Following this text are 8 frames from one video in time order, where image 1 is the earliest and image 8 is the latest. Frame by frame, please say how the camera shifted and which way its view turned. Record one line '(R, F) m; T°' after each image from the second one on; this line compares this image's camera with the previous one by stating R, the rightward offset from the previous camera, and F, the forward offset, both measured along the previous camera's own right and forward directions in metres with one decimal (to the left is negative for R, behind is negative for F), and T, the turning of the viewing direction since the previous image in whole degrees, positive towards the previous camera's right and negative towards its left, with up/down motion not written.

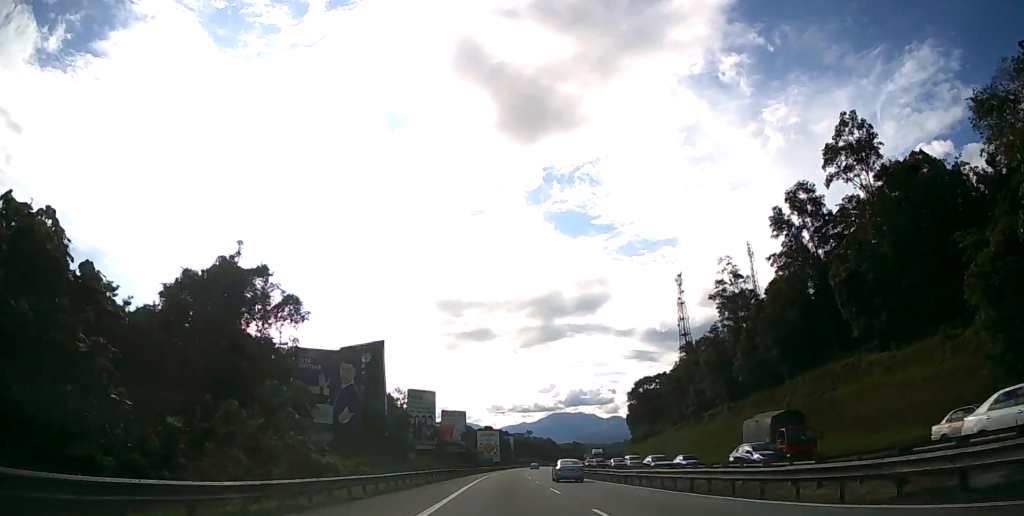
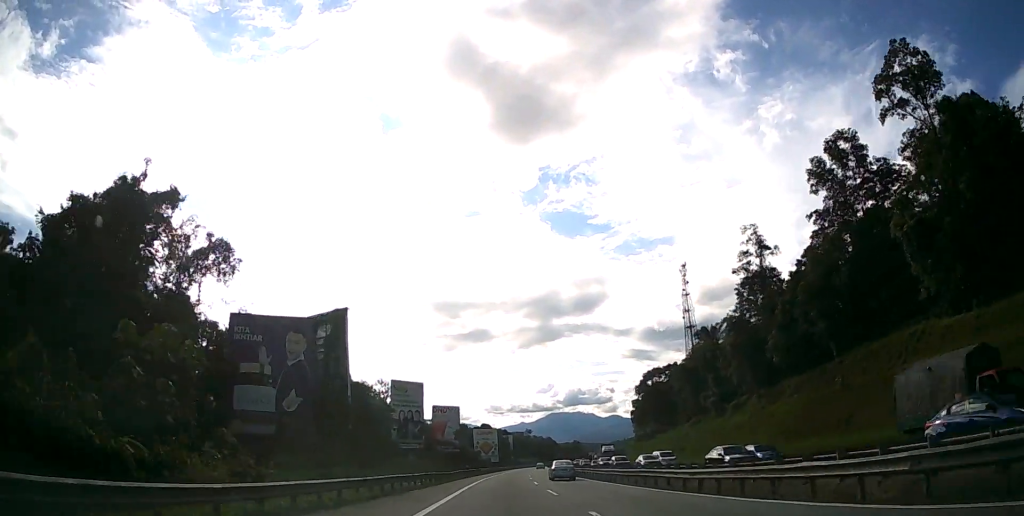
(0.0, +12.5) m; 0°
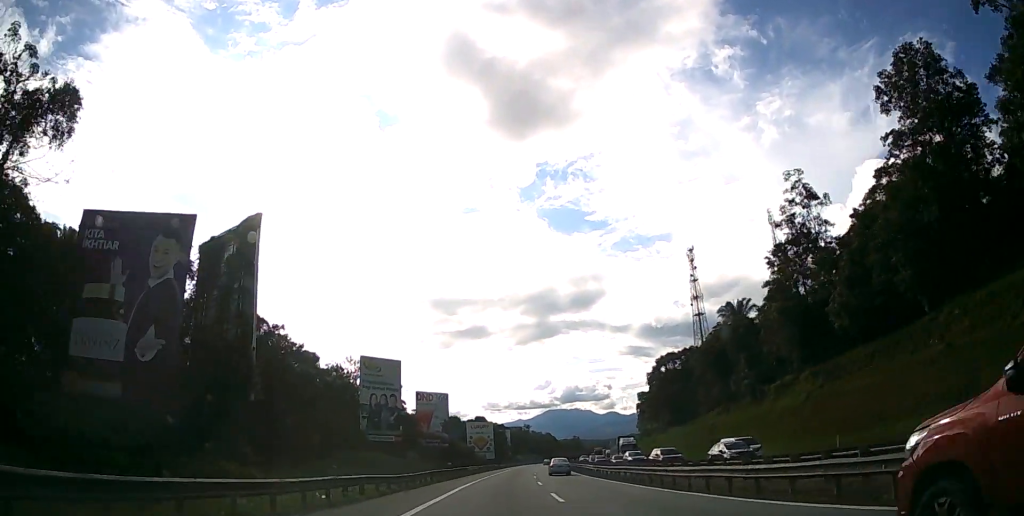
(0.0, +16.6) m; 0°
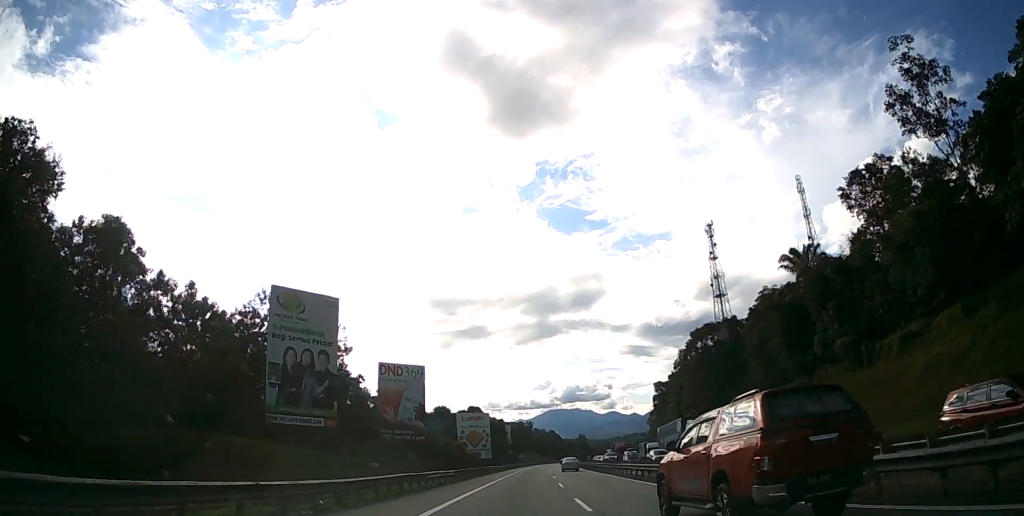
(+0.1, +27.1) m; 0°
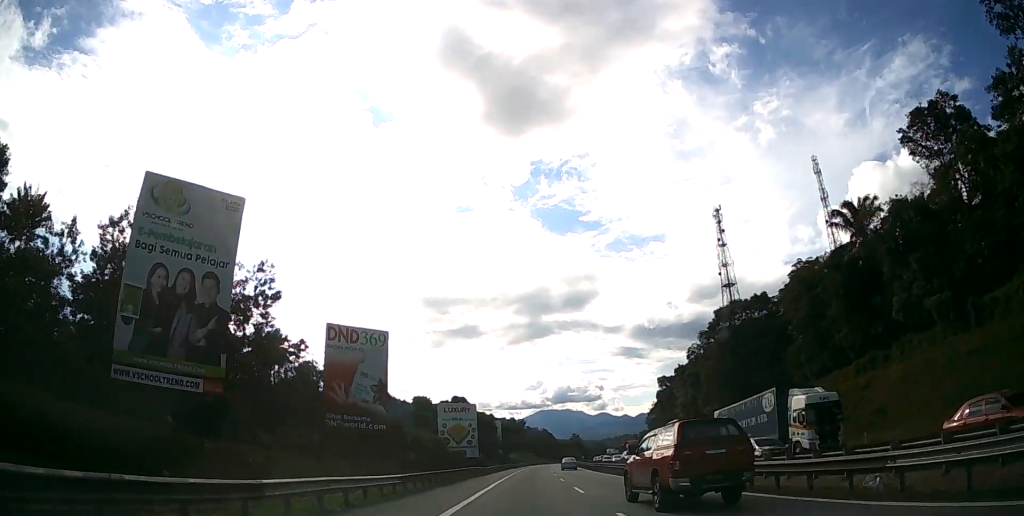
(0.0, +17.2) m; 0°
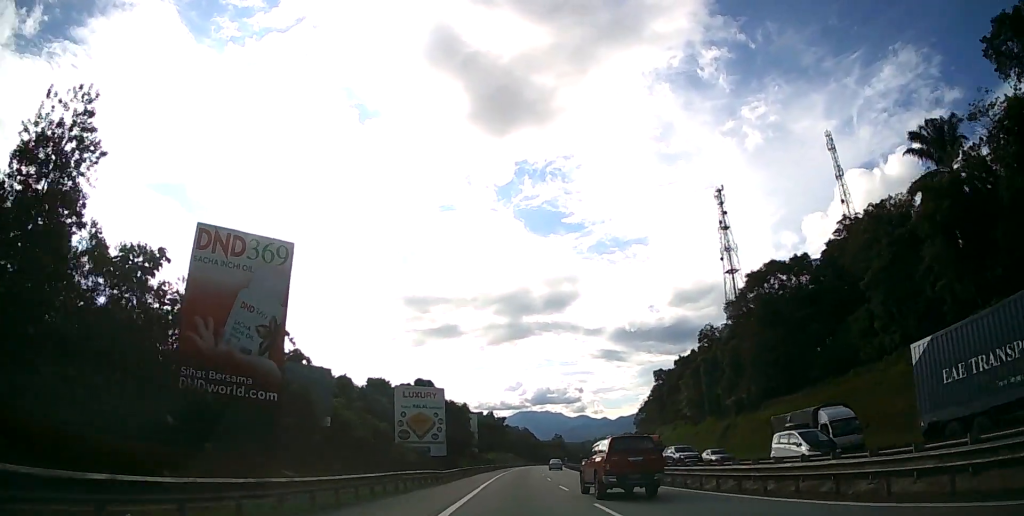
(+0.1, +20.8) m; +1°
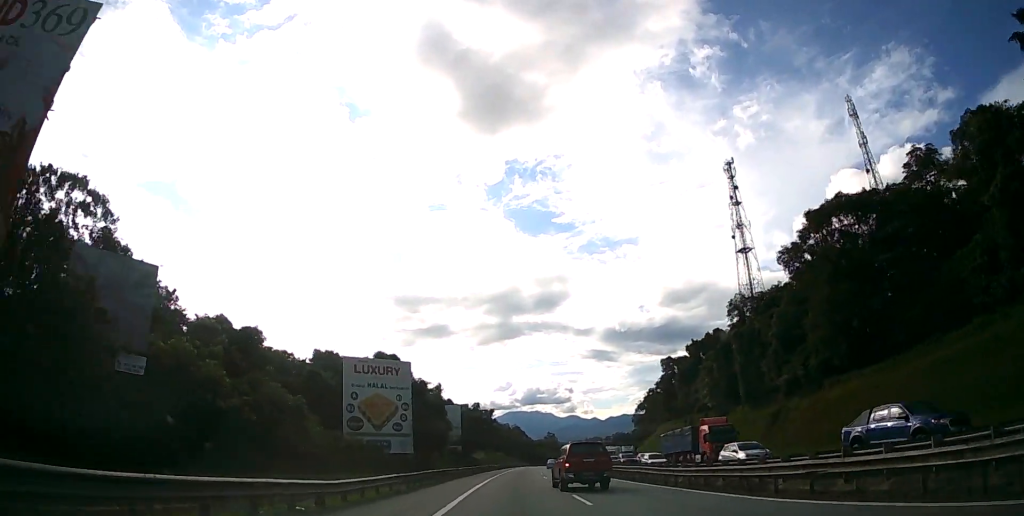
(+0.3, +20.1) m; +2°
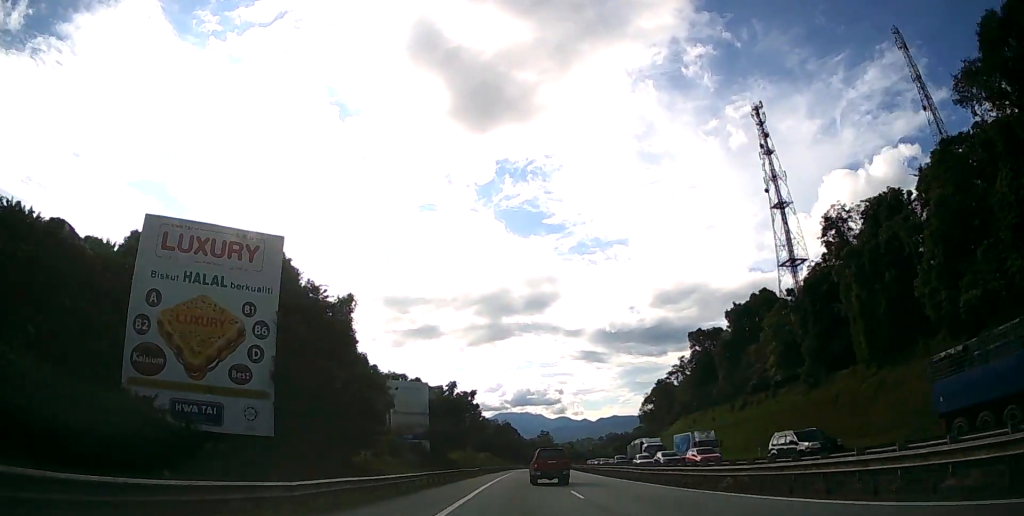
(+0.5, +32.9) m; +2°
